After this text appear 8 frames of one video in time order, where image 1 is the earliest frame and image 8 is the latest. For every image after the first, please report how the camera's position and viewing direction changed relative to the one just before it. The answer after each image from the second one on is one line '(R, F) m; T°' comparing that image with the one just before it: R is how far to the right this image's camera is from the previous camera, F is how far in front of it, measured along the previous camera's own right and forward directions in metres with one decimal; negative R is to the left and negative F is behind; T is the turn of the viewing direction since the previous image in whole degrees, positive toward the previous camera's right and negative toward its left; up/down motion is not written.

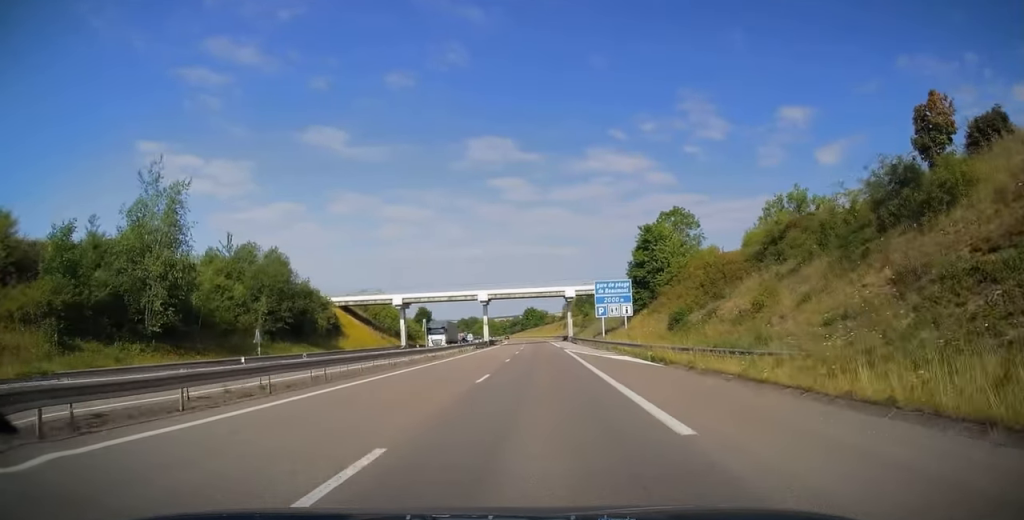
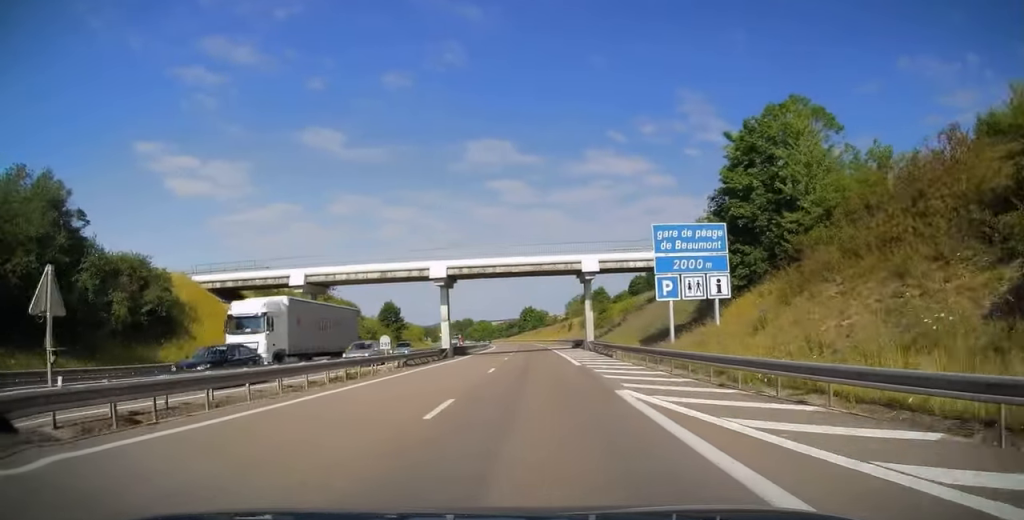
(+0.4, +33.9) m; 0°
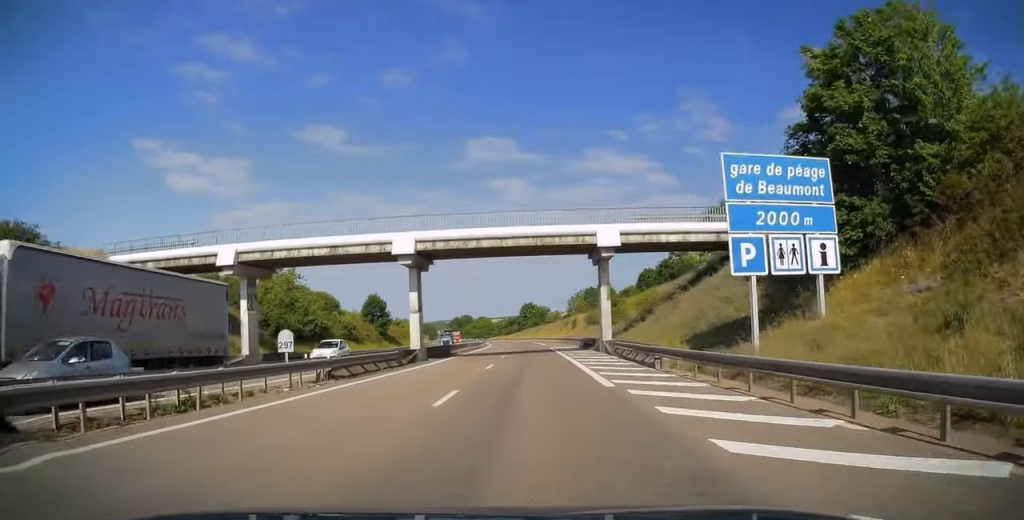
(+0.3, +11.8) m; 0°
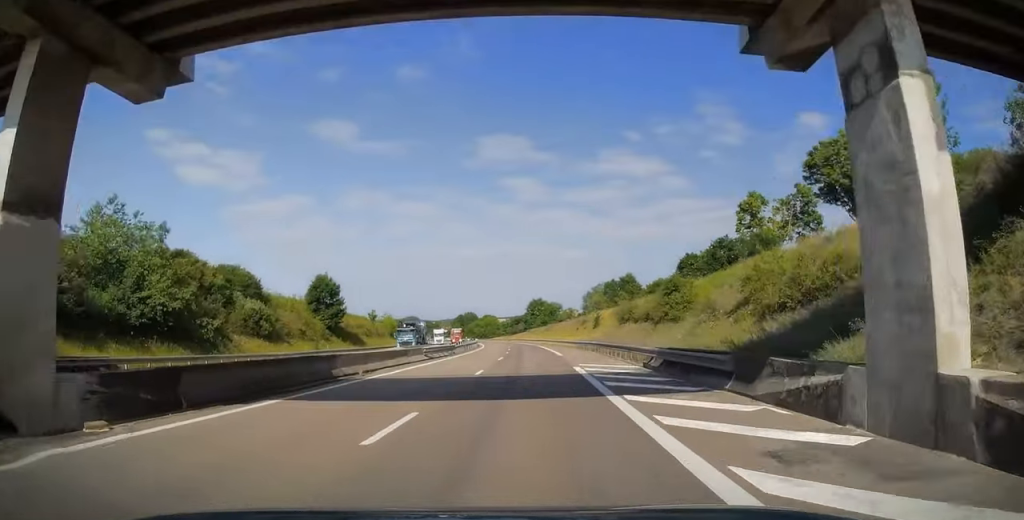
(-0.9, +30.4) m; -2°
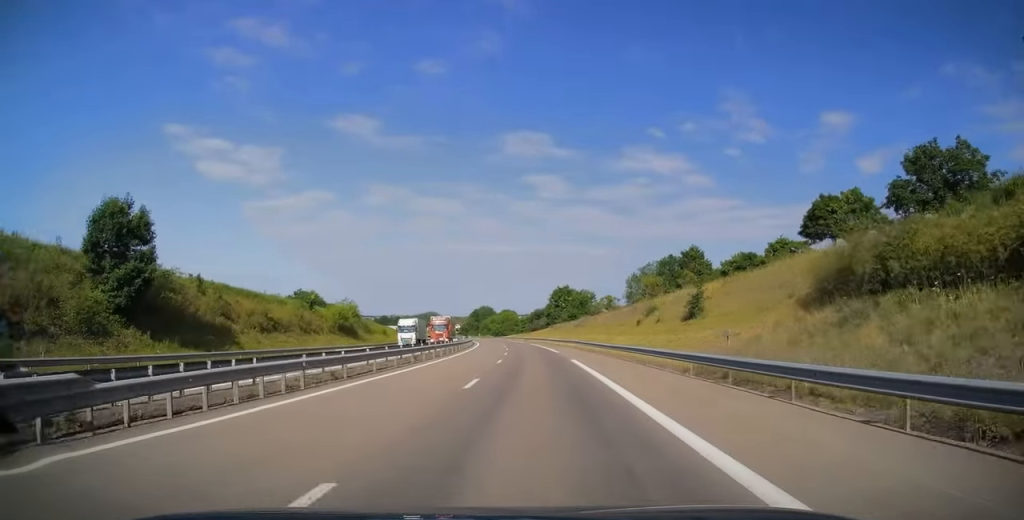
(0.0, +45.6) m; -1°
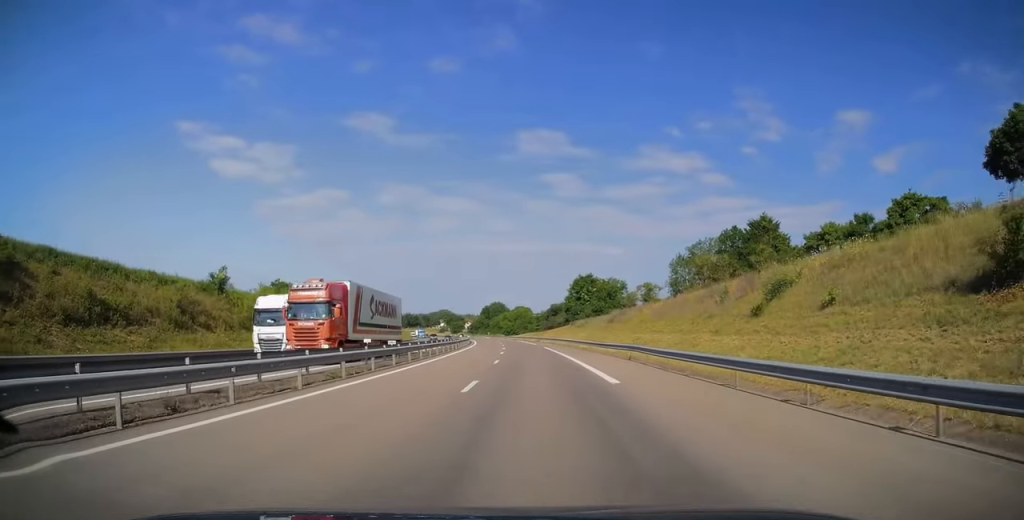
(-0.5, +28.3) m; -2°
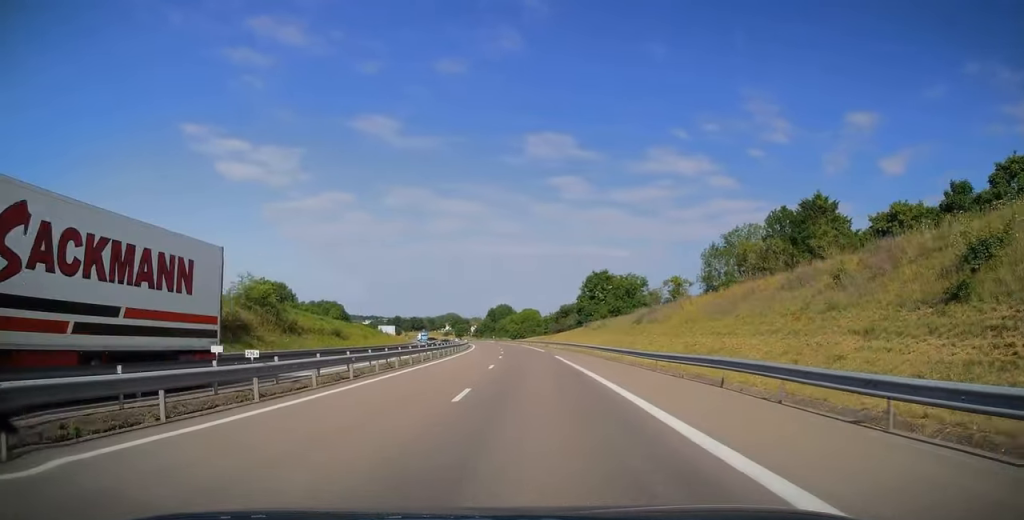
(-0.2, +14.7) m; -1°
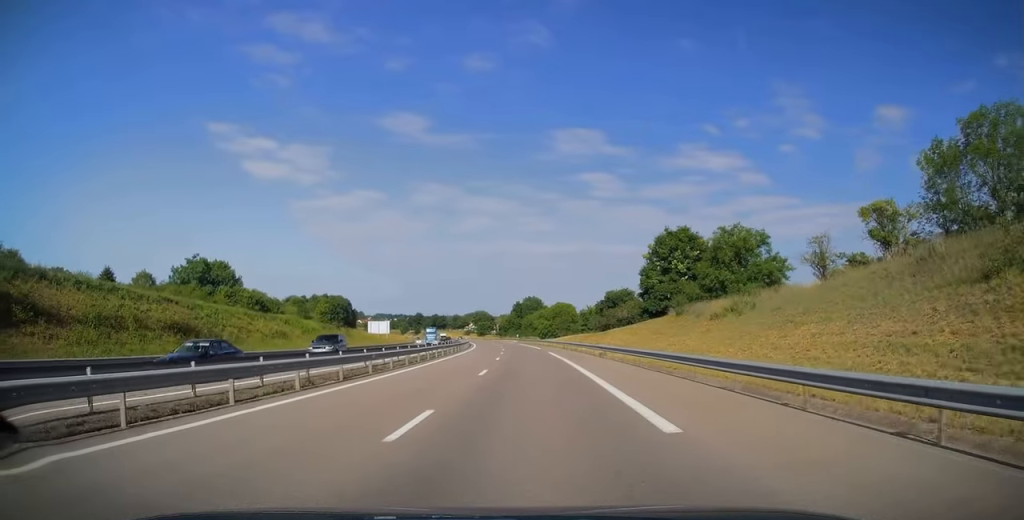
(-0.9, +45.1) m; -3°
